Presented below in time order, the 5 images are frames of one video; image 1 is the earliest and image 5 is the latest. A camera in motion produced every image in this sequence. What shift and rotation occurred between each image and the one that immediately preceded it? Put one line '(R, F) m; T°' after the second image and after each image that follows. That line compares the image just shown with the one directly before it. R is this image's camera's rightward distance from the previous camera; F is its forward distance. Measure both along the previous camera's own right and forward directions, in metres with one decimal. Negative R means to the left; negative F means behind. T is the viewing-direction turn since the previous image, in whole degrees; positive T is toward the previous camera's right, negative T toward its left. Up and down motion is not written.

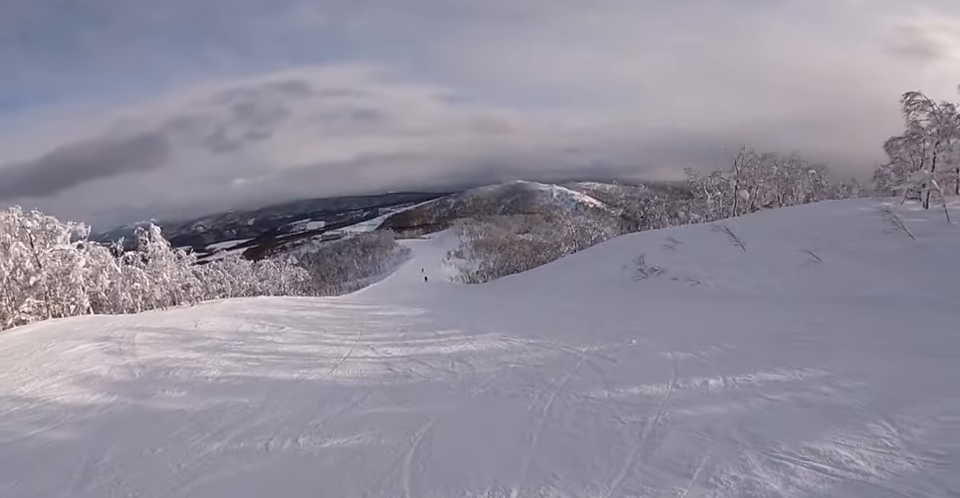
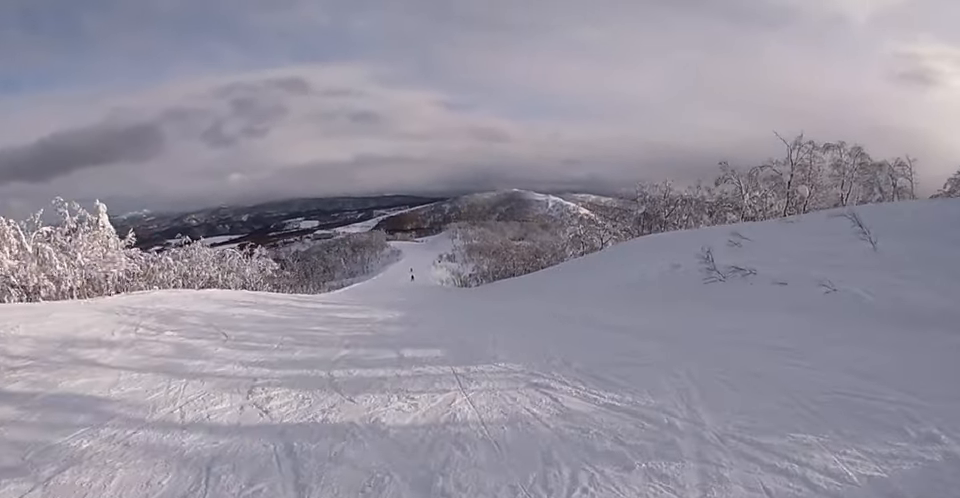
(+0.7, +9.3) m; +1°
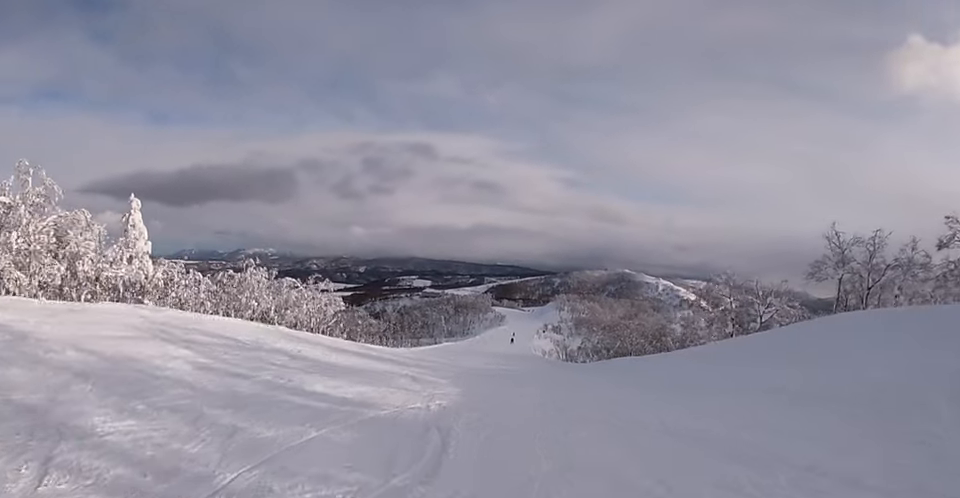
(-0.7, +15.5) m; -8°
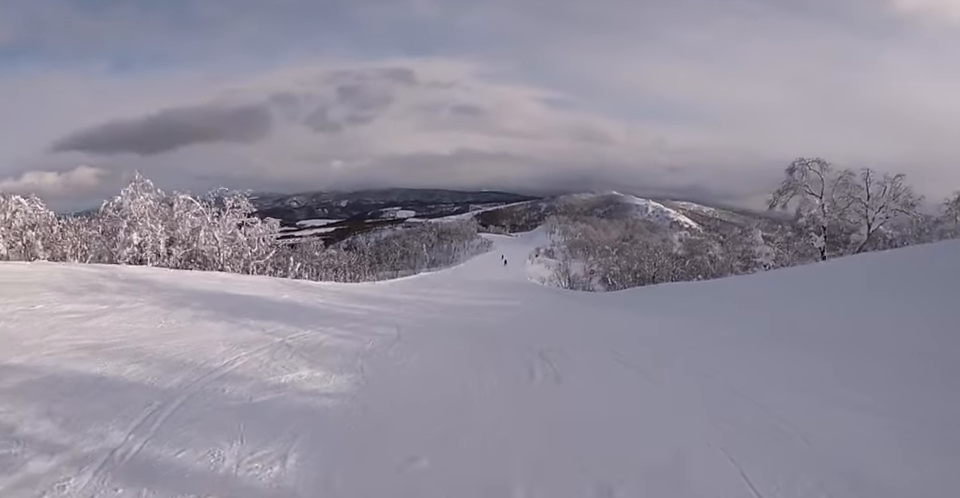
(-0.9, +16.2) m; +1°
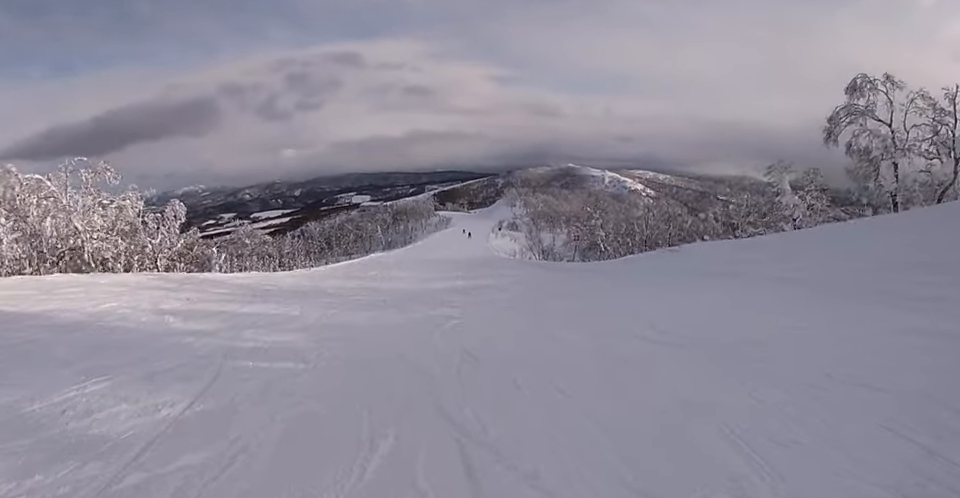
(+0.7, +10.7) m; +4°
